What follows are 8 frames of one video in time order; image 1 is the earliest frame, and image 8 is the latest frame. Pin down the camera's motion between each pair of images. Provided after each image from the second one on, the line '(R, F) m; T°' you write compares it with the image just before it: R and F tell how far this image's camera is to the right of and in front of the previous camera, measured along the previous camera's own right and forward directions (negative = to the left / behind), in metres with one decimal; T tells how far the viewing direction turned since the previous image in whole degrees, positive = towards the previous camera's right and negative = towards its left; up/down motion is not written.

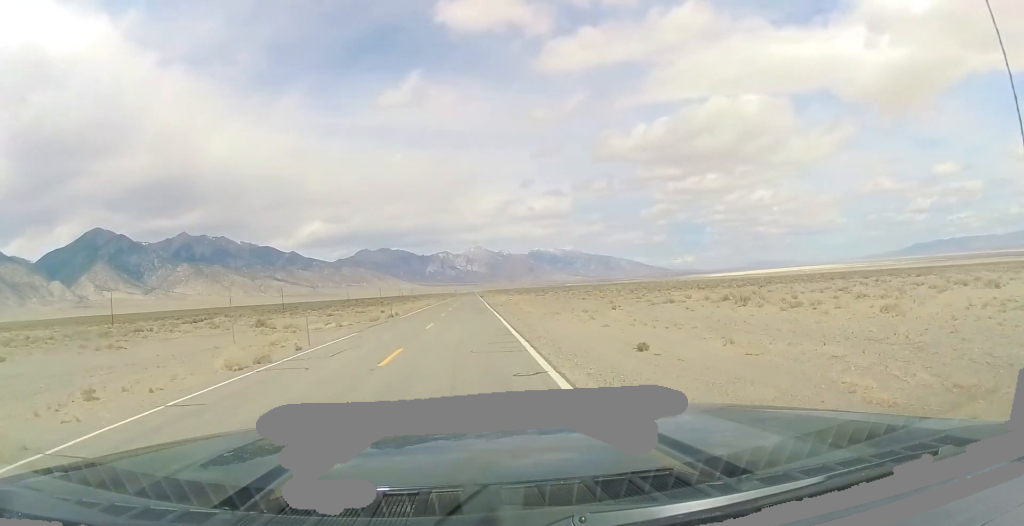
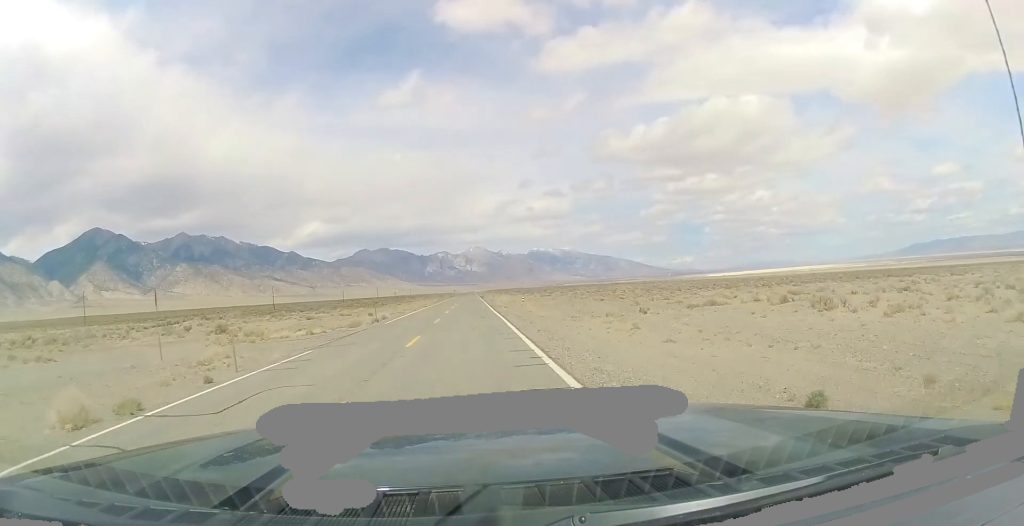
(0.0, +8.2) m; 0°
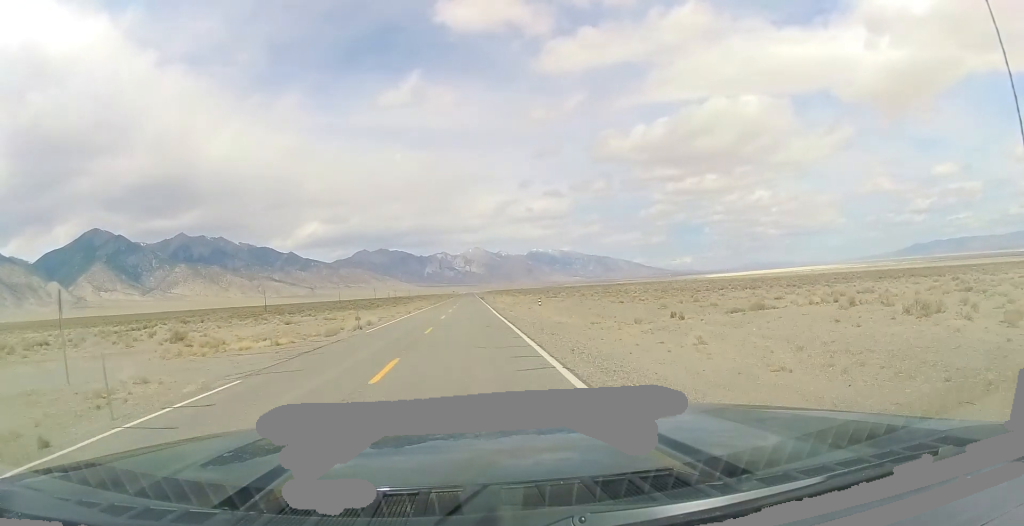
(0.0, +6.8) m; 0°
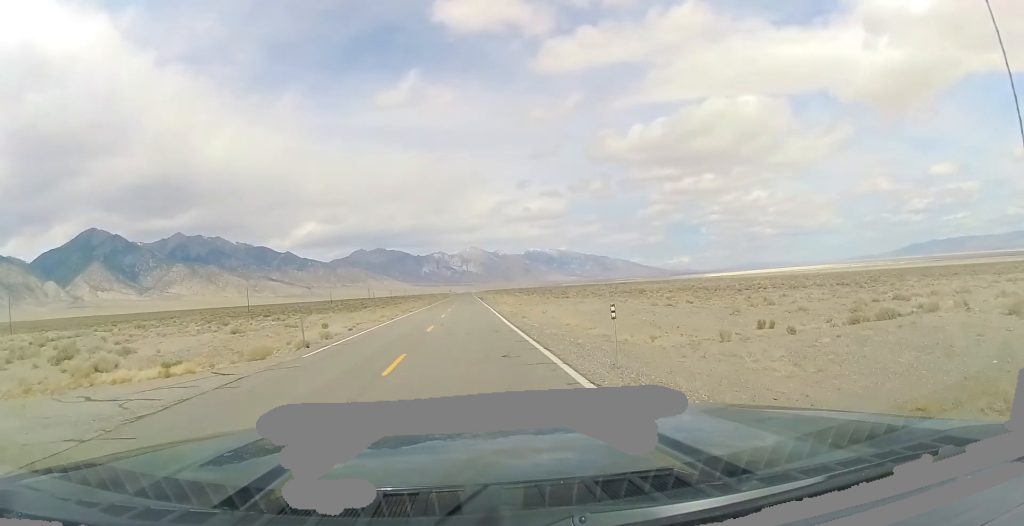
(+0.1, +11.7) m; +1°
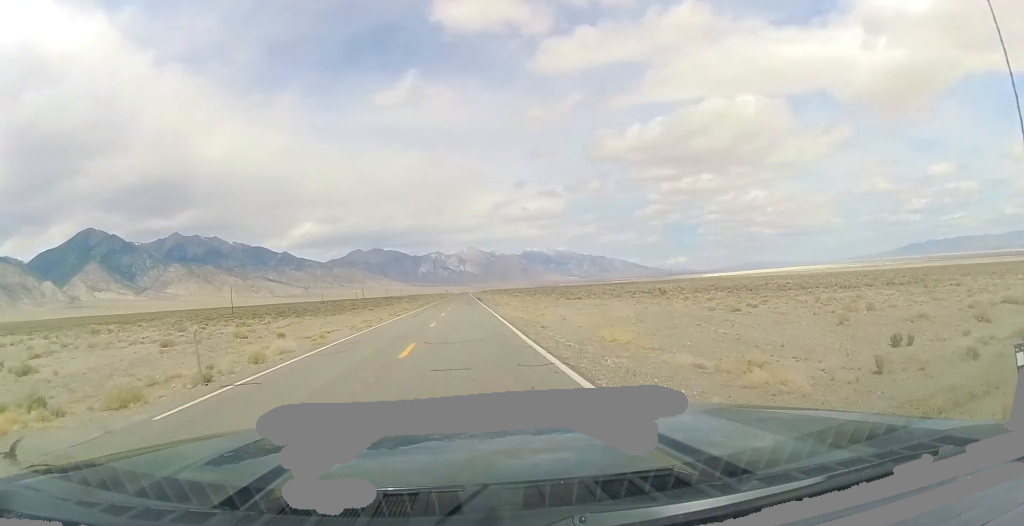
(0.0, +9.3) m; +1°
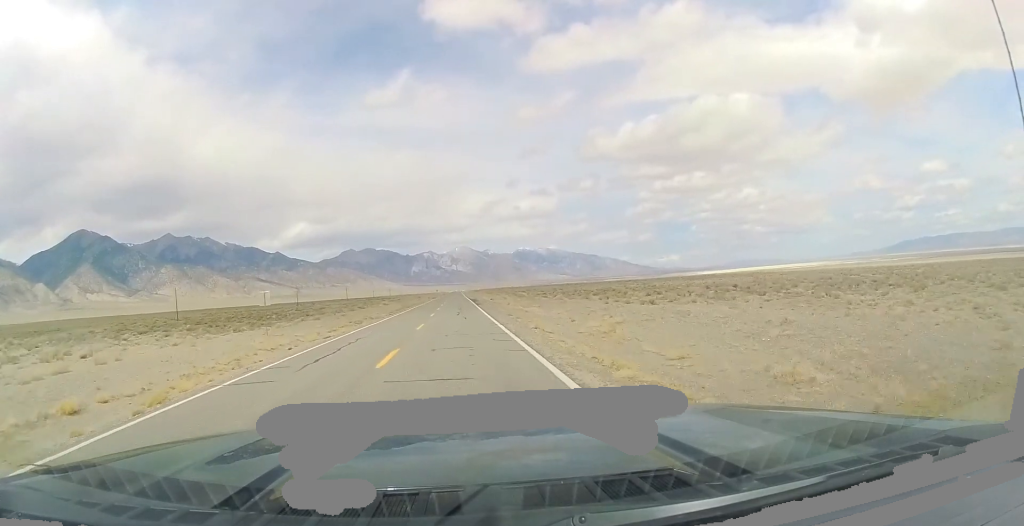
(+0.3, +26.1) m; 0°
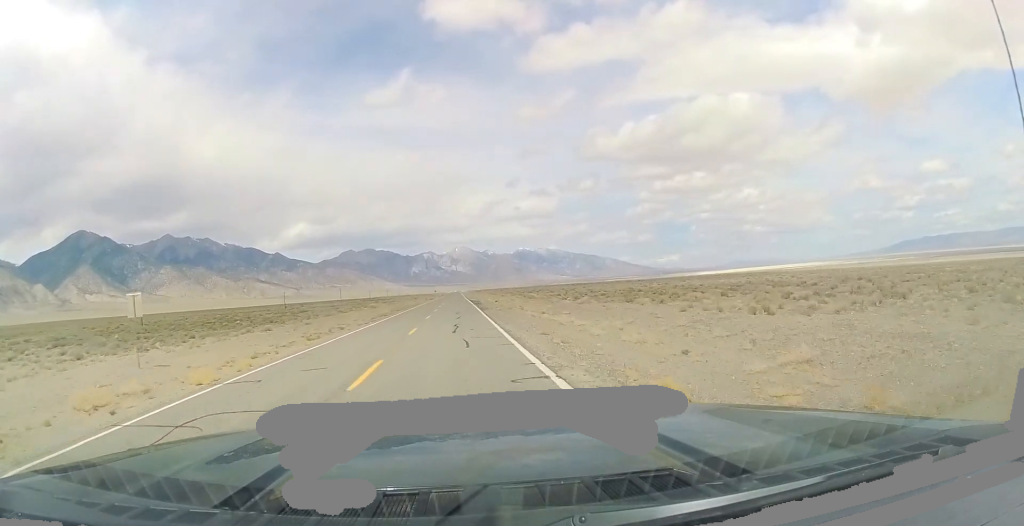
(-0.1, +14.6) m; 0°
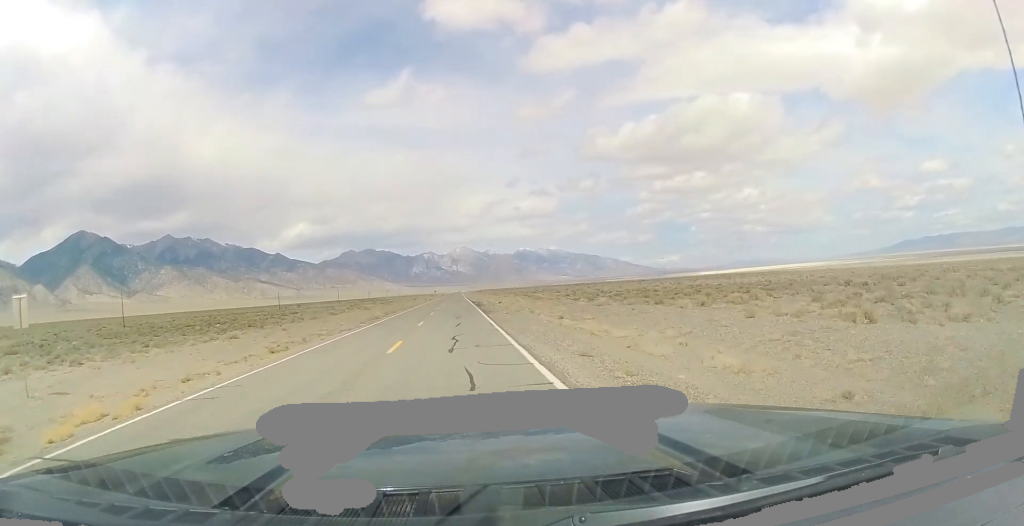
(0.0, +6.6) m; 0°
